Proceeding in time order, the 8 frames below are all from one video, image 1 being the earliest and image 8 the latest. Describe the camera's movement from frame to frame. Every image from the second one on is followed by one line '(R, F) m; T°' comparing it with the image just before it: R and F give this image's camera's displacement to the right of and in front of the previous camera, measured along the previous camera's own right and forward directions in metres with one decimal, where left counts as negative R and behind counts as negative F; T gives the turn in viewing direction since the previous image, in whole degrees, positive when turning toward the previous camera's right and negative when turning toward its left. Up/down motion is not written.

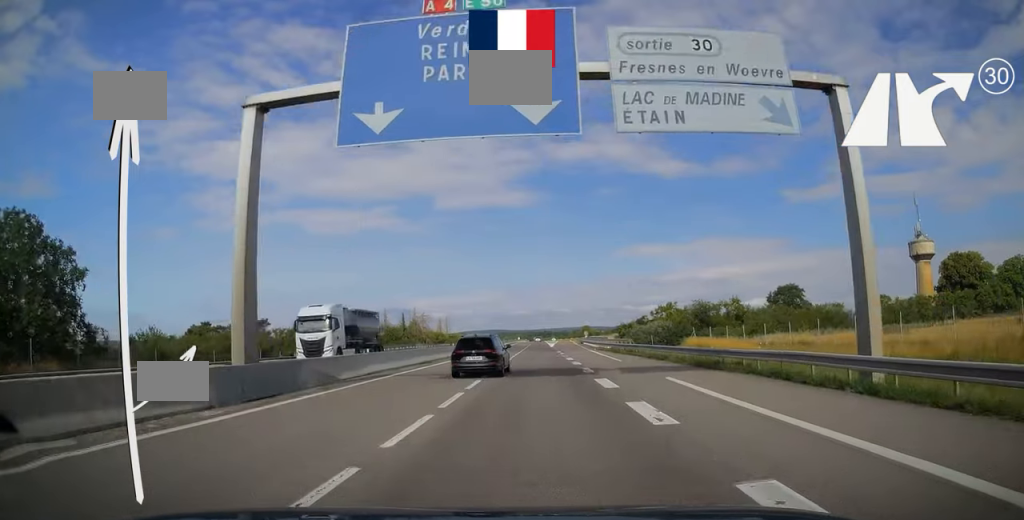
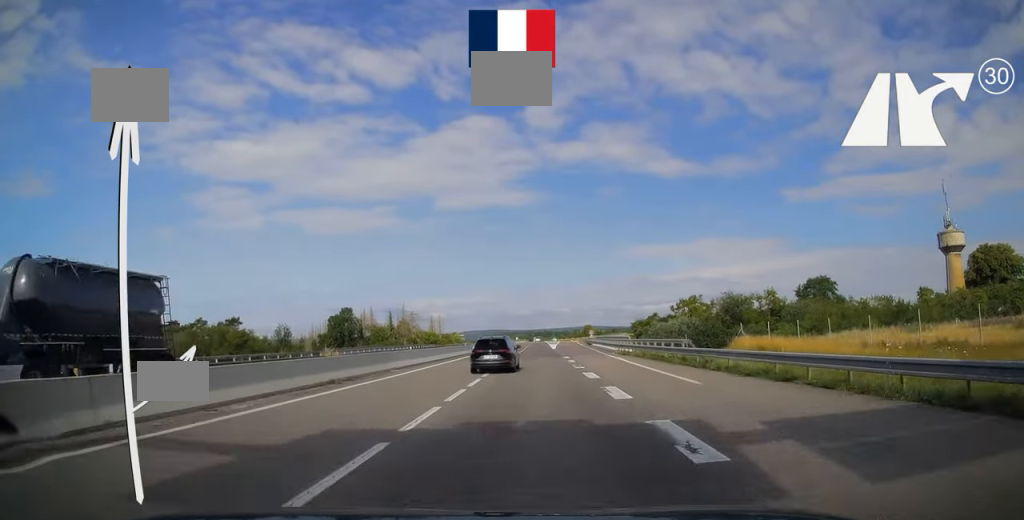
(-0.2, +15.7) m; 0°
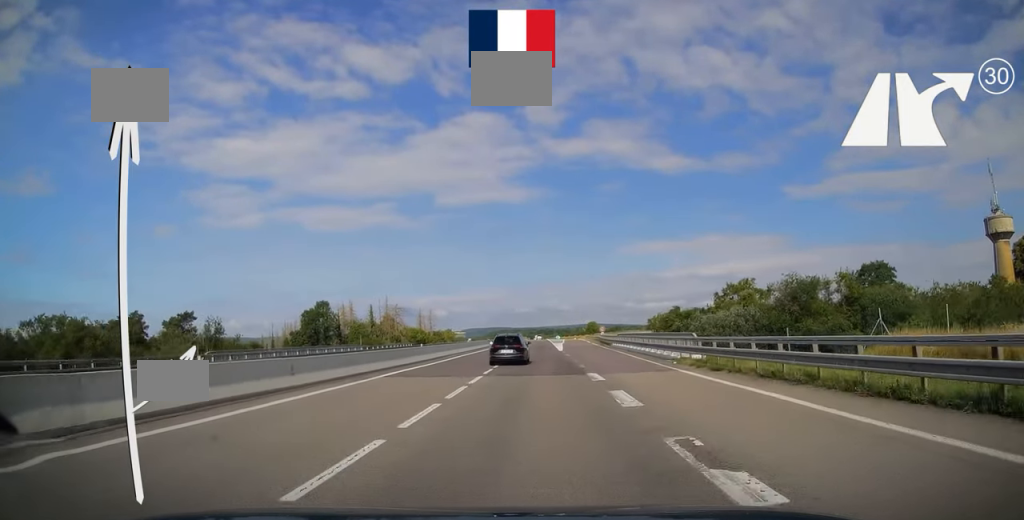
(-0.1, +21.1) m; 0°
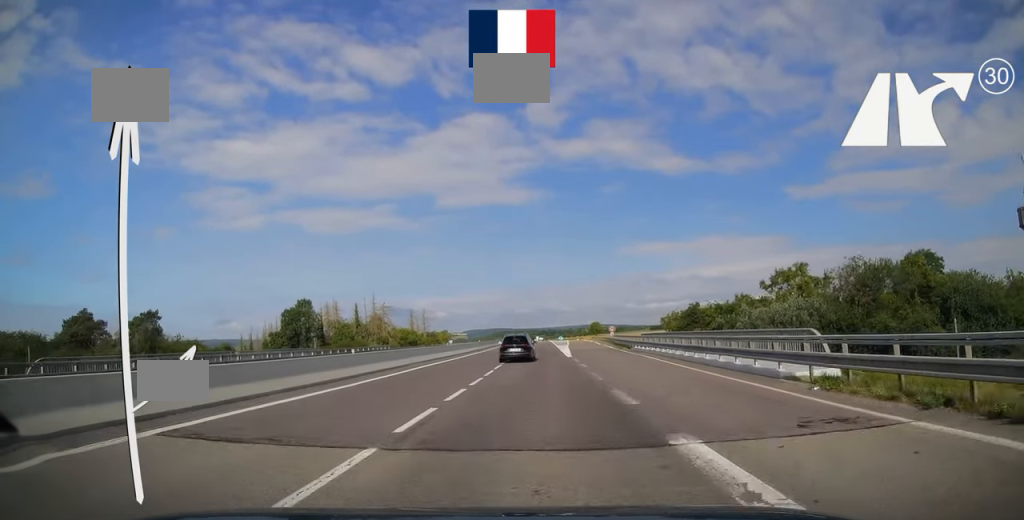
(+0.2, +13.2) m; 0°
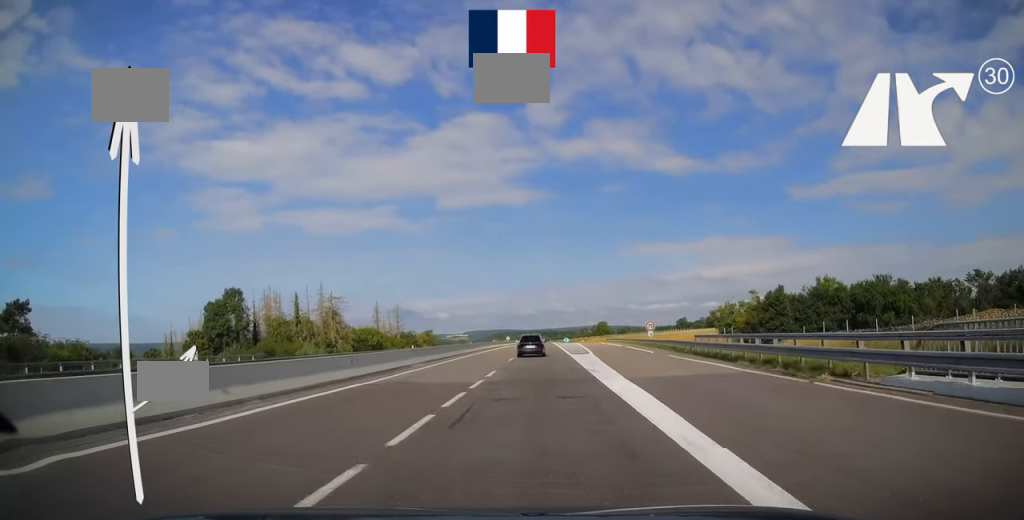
(-0.3, +34.8) m; 0°
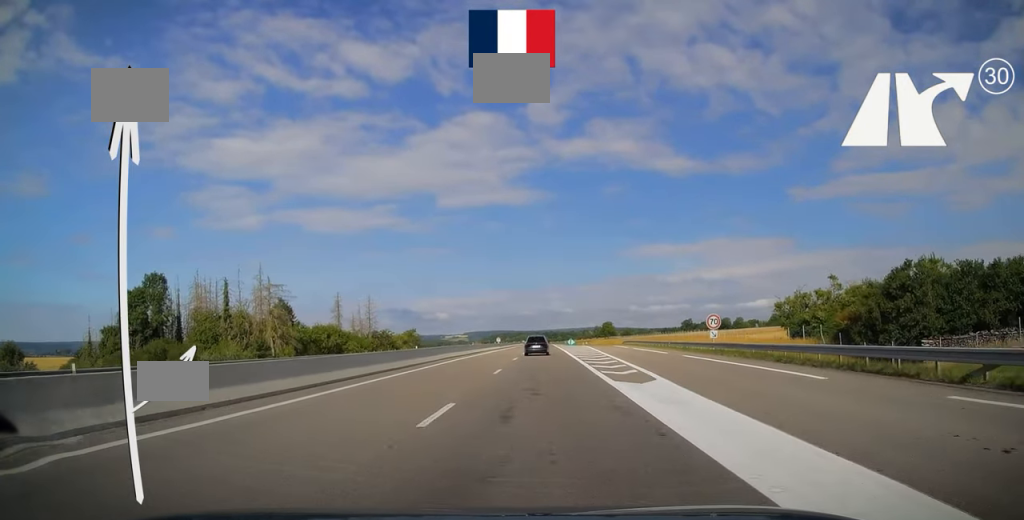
(+0.3, +24.5) m; 0°
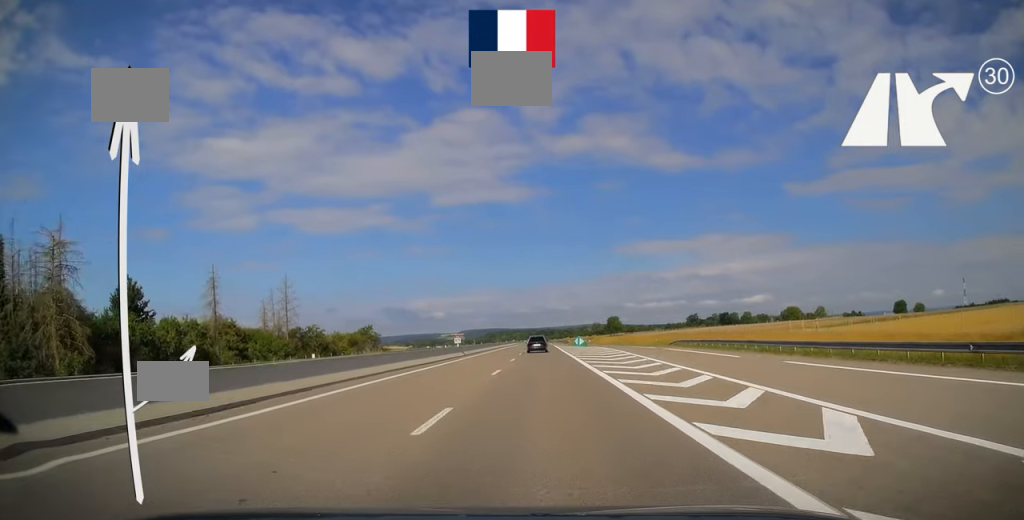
(-0.4, +39.6) m; -1°
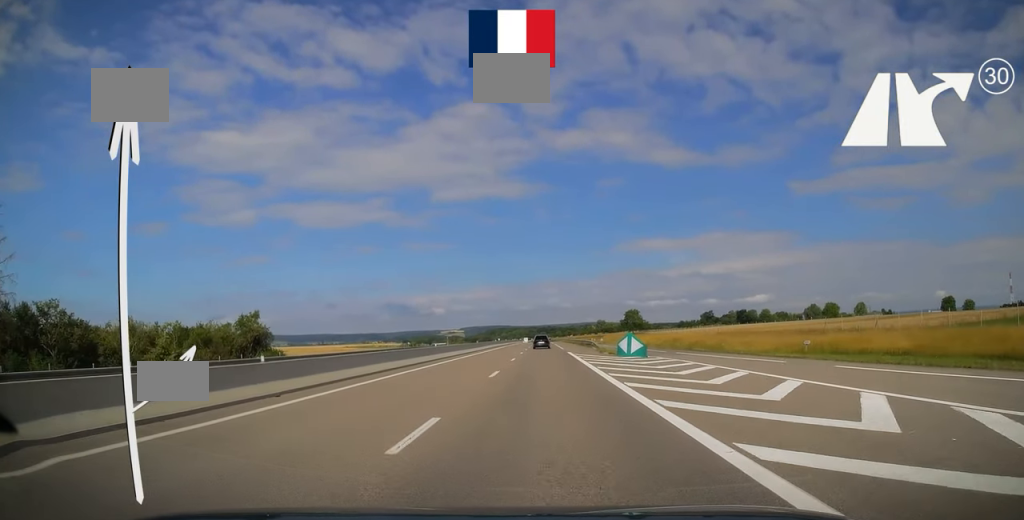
(+0.7, +53.3) m; +1°
